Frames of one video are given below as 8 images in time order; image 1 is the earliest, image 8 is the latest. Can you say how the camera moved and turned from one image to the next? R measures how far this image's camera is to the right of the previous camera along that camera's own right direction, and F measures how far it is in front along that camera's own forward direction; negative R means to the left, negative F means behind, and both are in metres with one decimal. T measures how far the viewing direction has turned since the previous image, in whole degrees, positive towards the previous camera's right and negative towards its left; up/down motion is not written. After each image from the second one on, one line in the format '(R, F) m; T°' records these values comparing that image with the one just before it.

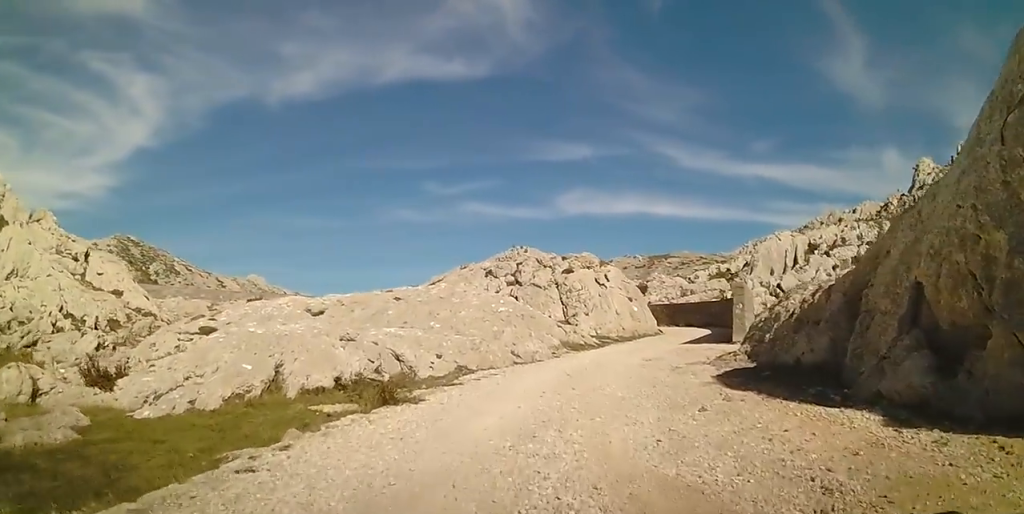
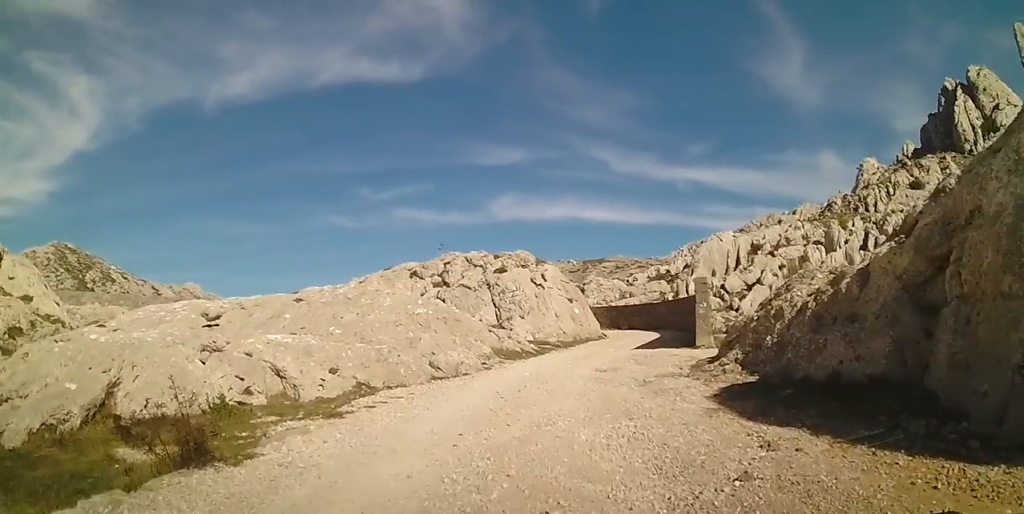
(+0.2, +3.8) m; +4°
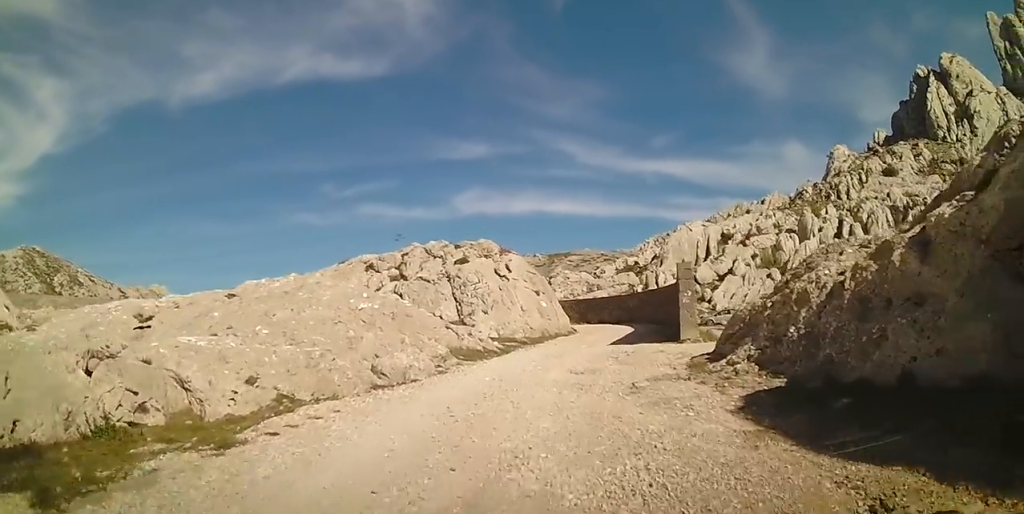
(0.0, +2.4) m; +1°
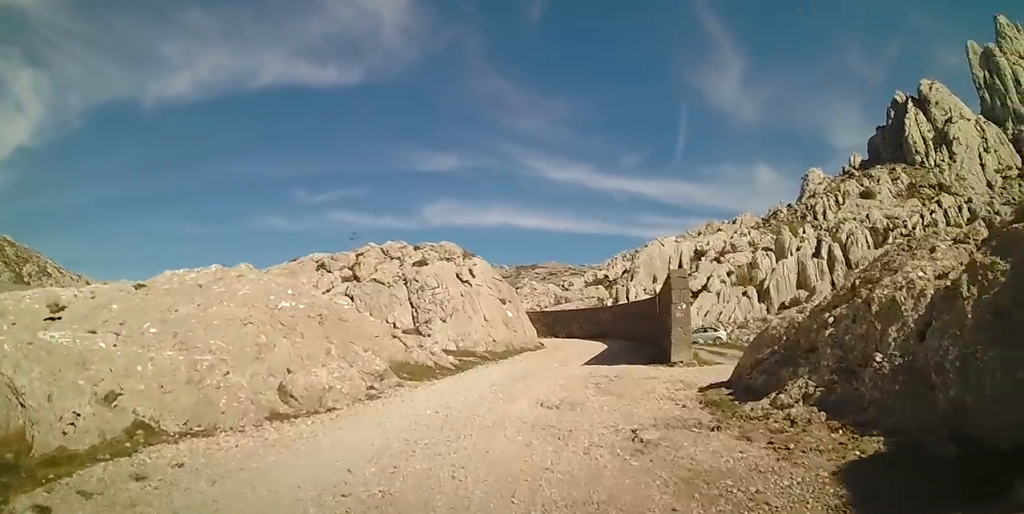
(0.0, +3.0) m; +2°
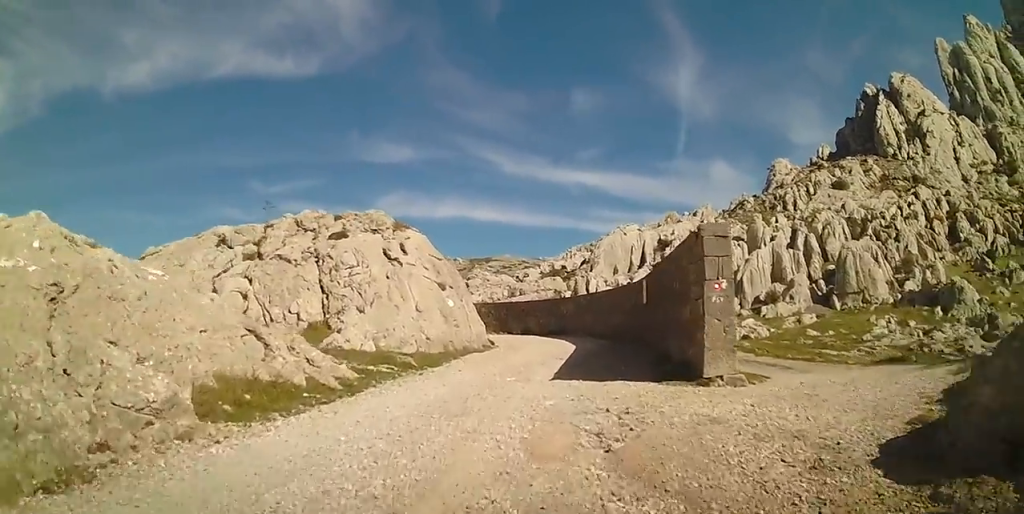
(+0.6, +6.4) m; +12°
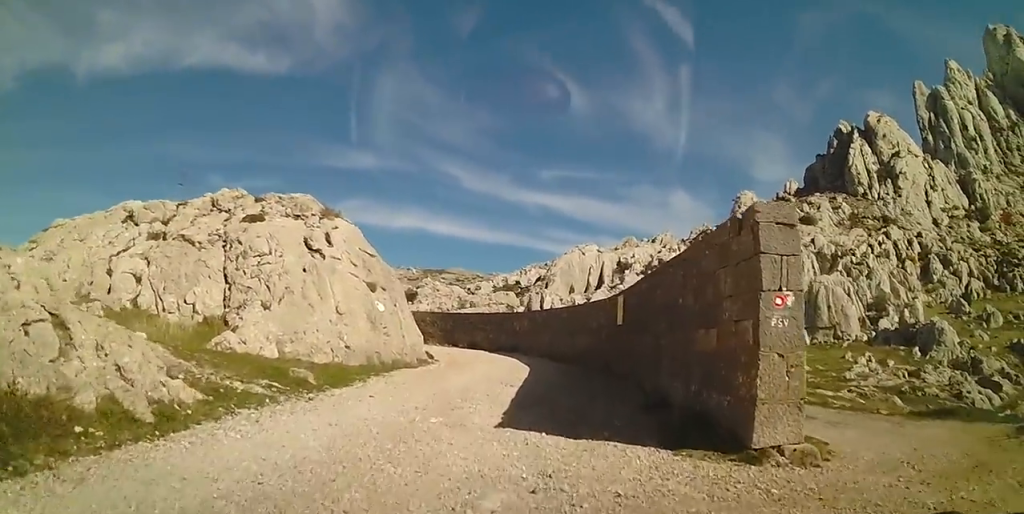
(+0.3, +4.1) m; +4°
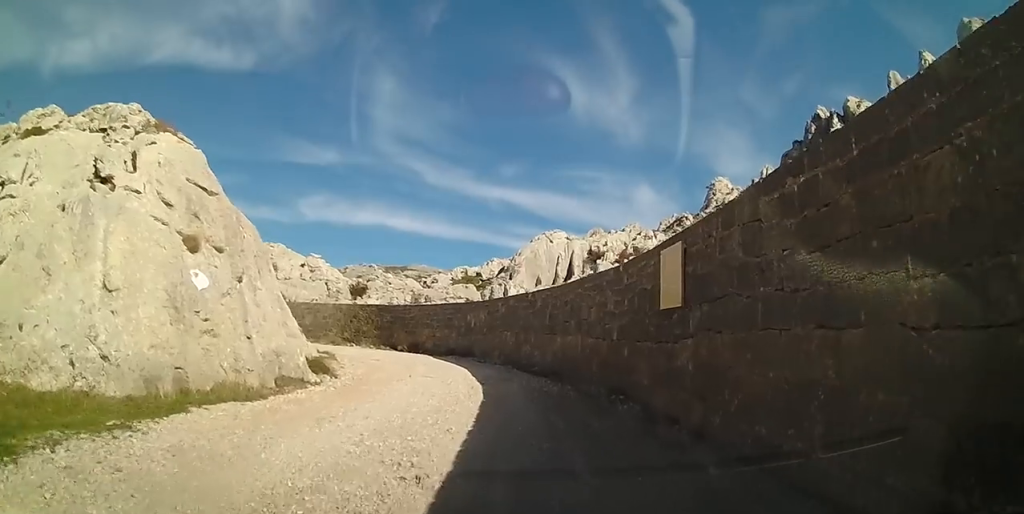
(+0.1, +8.8) m; +3°
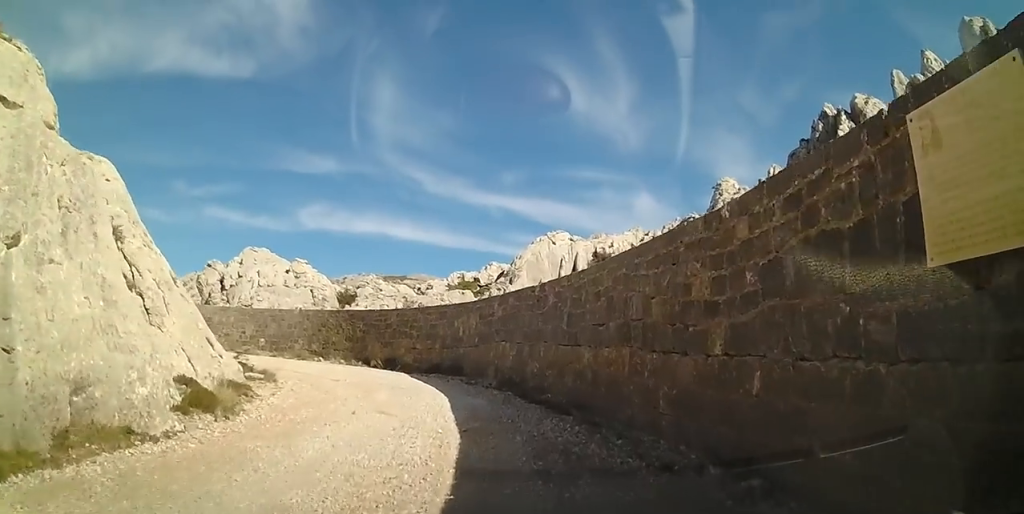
(+0.1, +5.6) m; 0°
